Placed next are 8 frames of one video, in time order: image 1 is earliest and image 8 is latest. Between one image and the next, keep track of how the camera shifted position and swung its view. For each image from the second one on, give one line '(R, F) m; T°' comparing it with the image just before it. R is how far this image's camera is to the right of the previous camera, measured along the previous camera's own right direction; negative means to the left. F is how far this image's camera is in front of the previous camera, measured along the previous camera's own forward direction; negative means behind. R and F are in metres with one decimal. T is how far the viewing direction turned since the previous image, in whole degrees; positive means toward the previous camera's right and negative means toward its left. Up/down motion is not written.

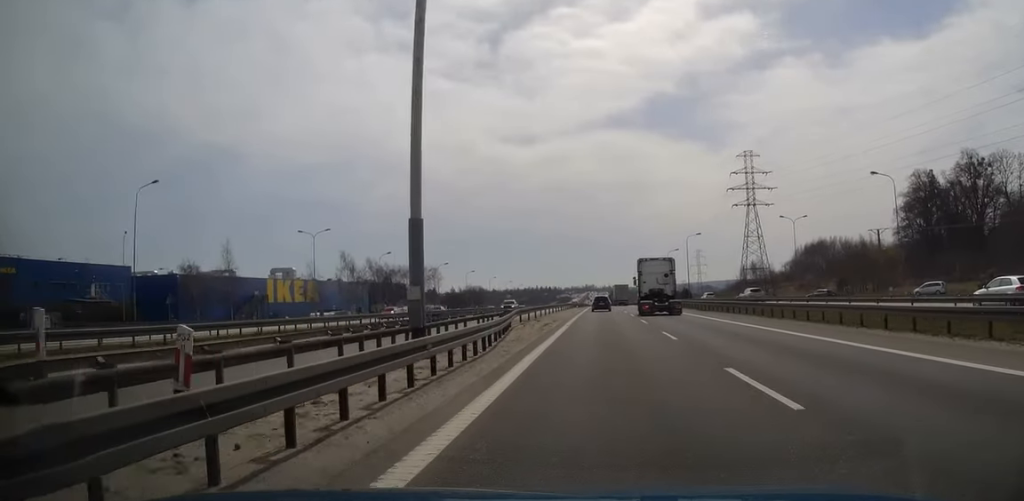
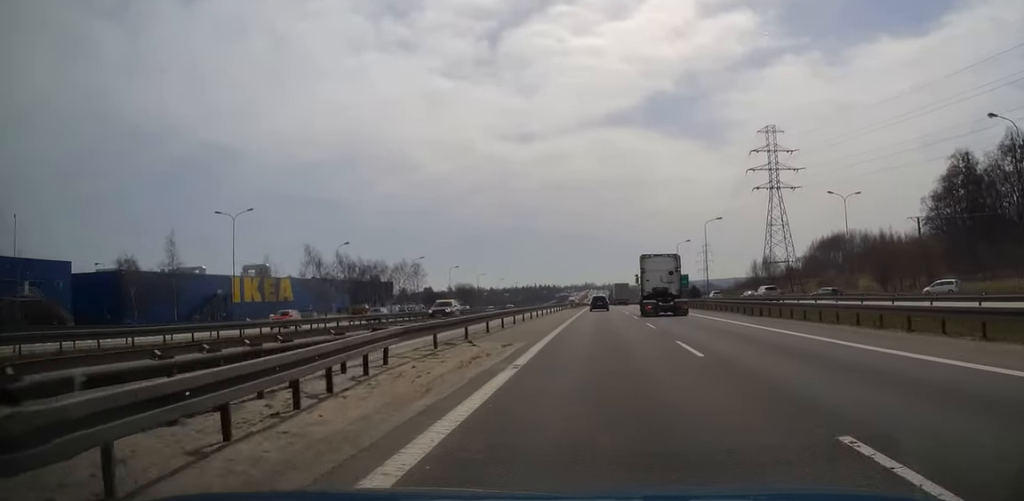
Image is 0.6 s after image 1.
(0.0, +17.9) m; 0°
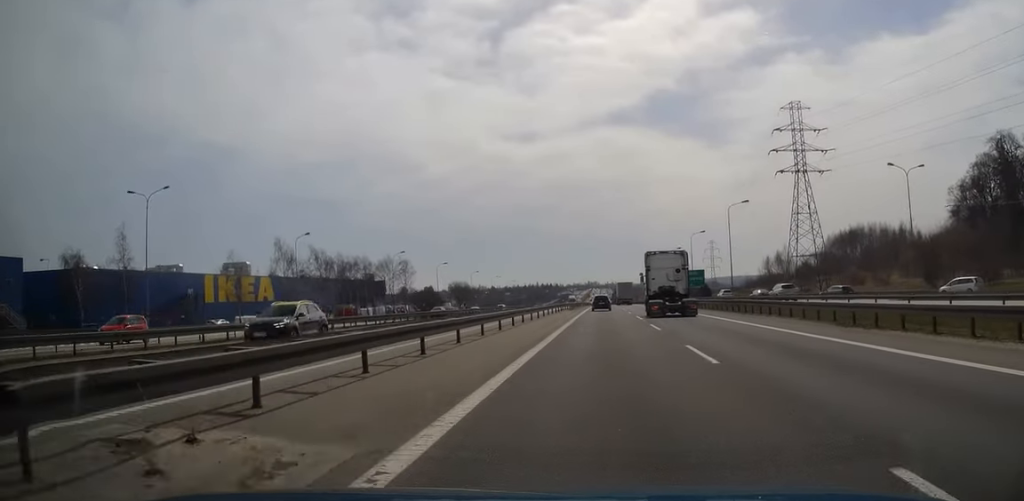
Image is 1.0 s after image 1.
(0.0, +13.4) m; 0°
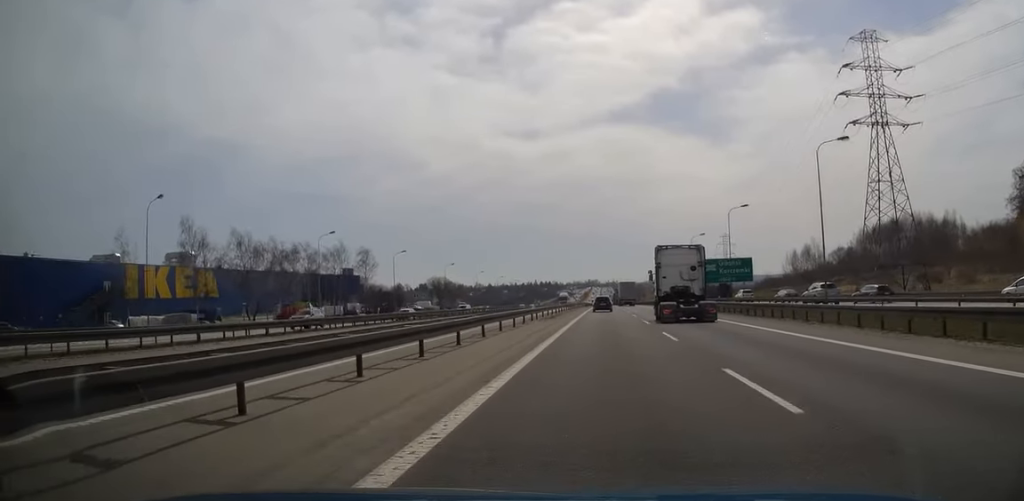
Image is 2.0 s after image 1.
(-0.1, +28.3) m; 0°
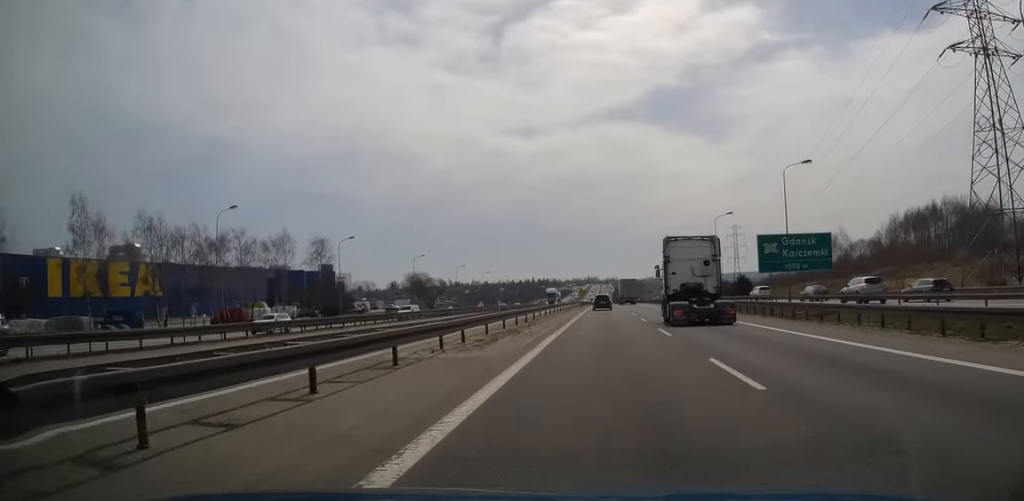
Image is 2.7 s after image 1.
(0.0, +21.9) m; 0°
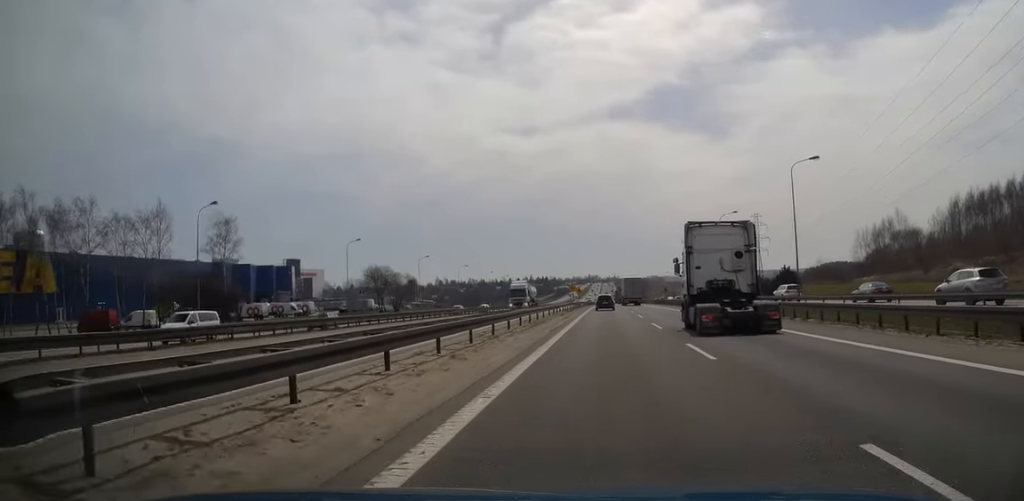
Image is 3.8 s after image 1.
(+0.1, +31.6) m; 0°
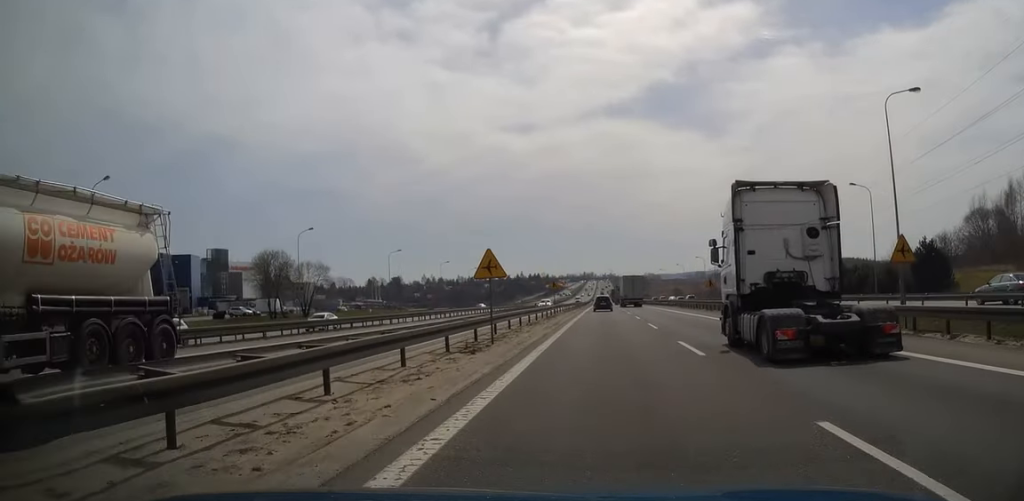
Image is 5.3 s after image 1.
(+0.1, +46.9) m; 0°
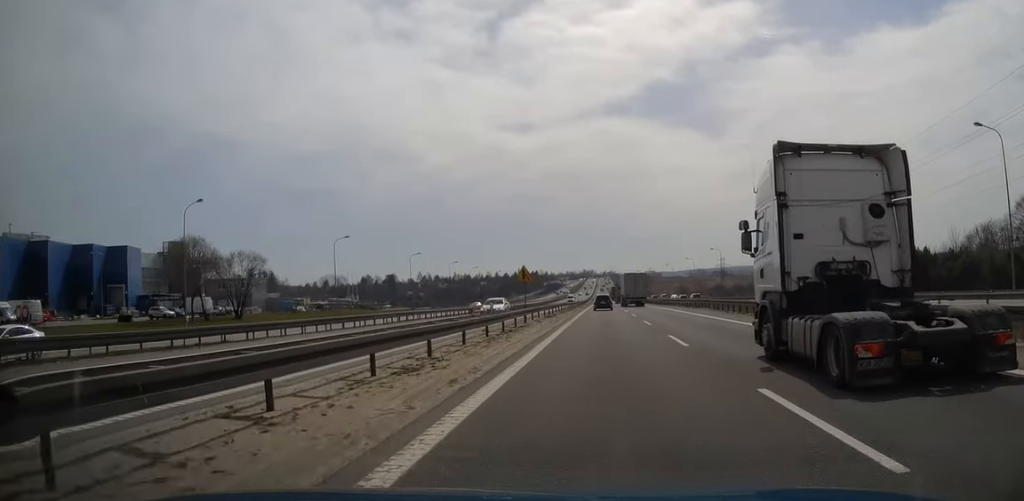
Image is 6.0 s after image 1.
(+0.1, +21.8) m; 0°
